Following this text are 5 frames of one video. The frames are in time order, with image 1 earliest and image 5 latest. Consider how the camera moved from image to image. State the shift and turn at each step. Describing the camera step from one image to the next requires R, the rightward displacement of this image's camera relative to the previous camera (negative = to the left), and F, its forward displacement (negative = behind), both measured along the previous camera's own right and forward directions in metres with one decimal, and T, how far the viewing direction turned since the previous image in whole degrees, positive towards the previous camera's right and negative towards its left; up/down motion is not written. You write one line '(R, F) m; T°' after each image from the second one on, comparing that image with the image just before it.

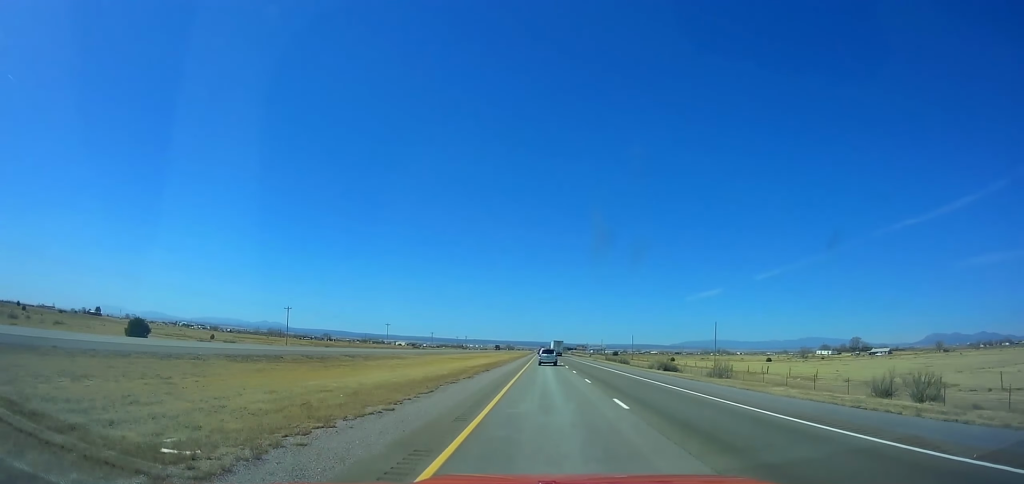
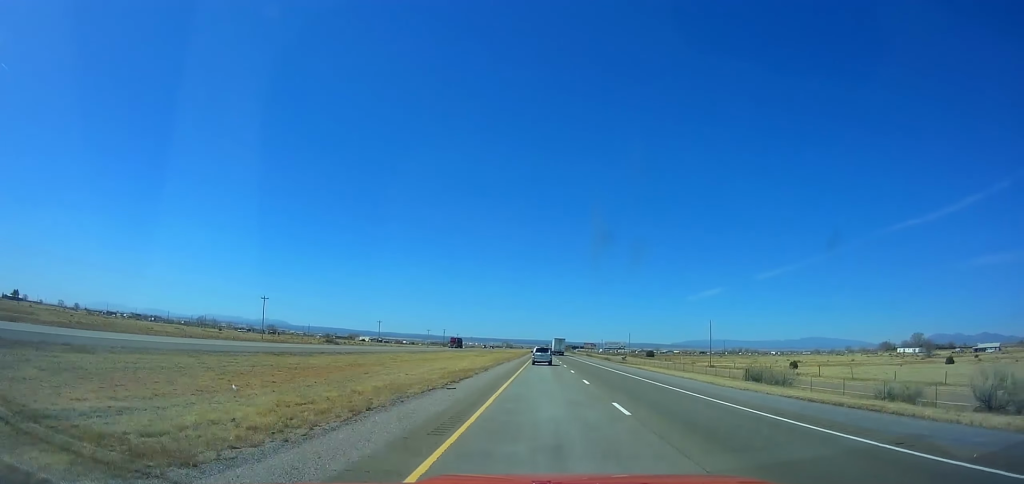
(0.0, +112.1) m; 0°
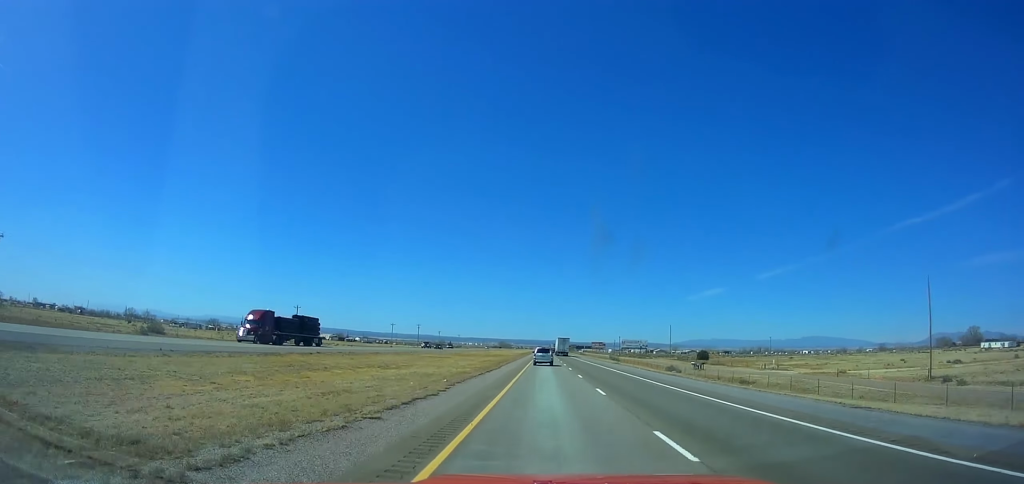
(0.0, +80.2) m; 0°
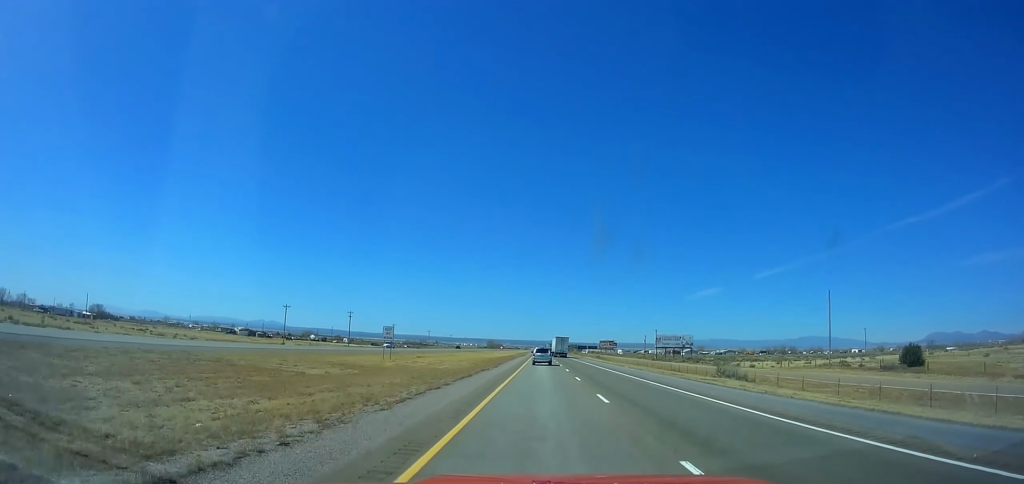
(0.0, +101.5) m; 0°
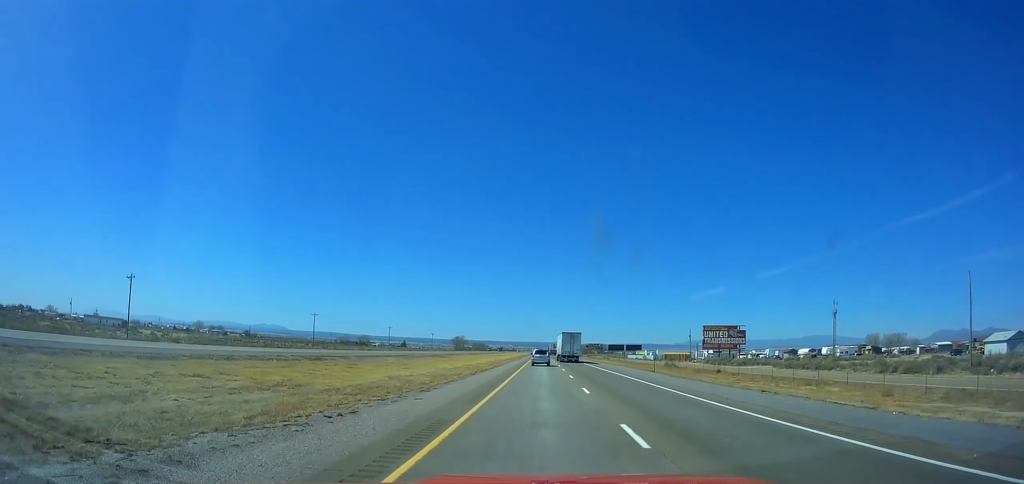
(0.0, +252.6) m; 0°
